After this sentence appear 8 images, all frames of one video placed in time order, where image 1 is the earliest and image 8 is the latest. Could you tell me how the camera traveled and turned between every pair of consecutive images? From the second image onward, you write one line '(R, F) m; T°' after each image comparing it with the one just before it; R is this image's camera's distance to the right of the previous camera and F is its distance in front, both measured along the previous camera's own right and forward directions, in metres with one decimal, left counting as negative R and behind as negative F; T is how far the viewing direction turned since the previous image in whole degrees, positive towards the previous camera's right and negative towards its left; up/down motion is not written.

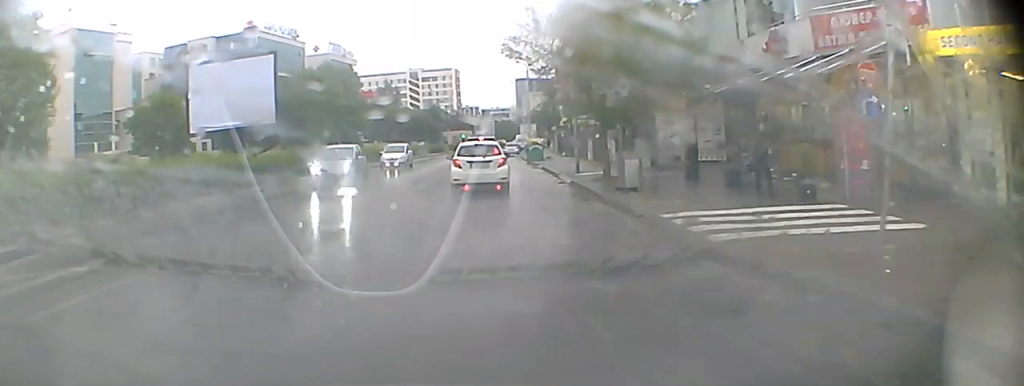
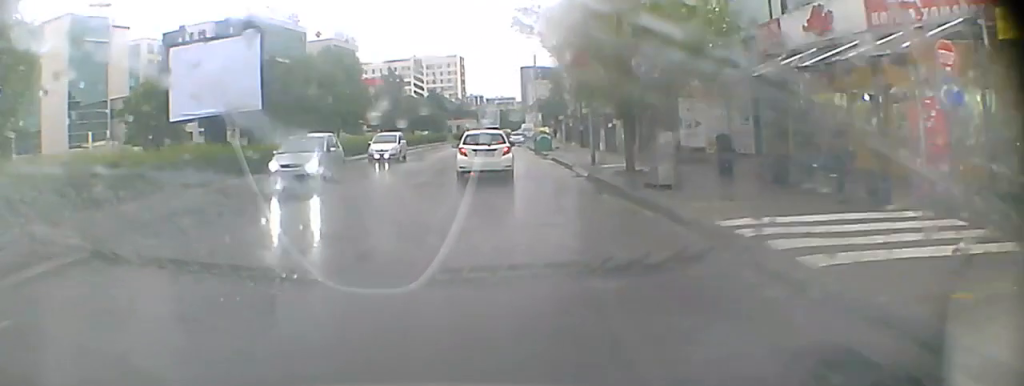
(0.0, +3.2) m; 0°
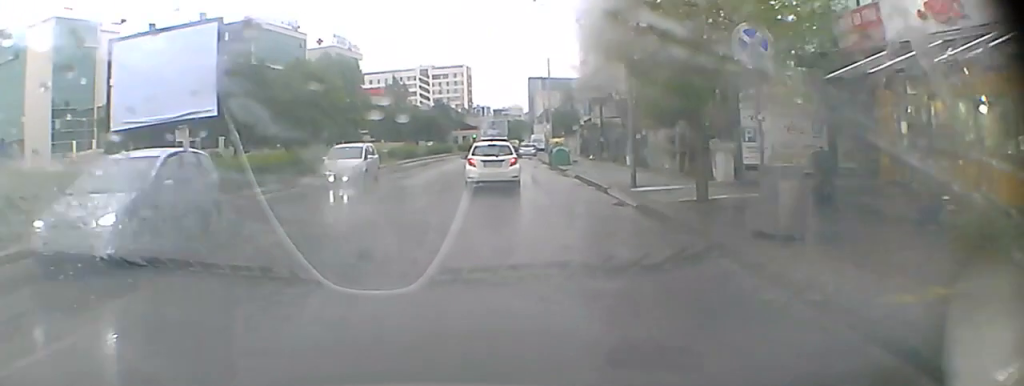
(0.0, +6.4) m; 0°
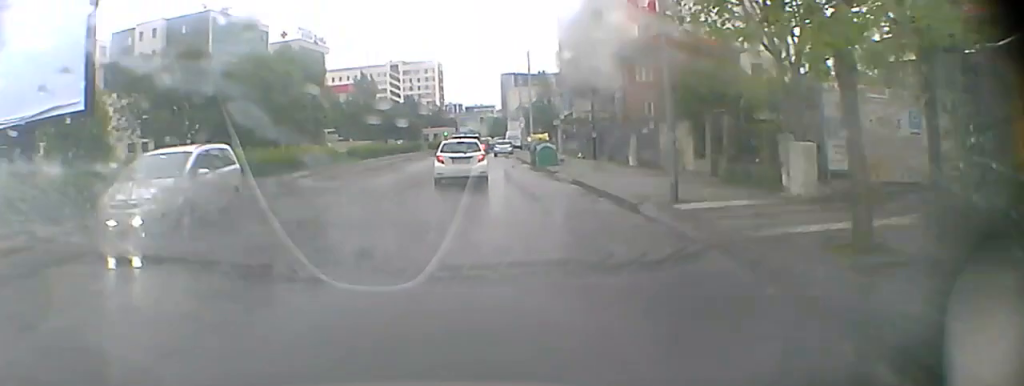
(0.0, +6.4) m; 0°
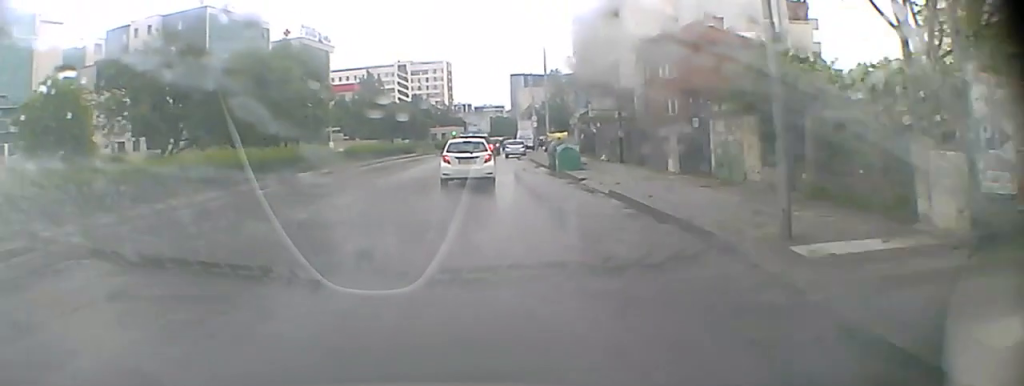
(0.0, +5.6) m; 0°
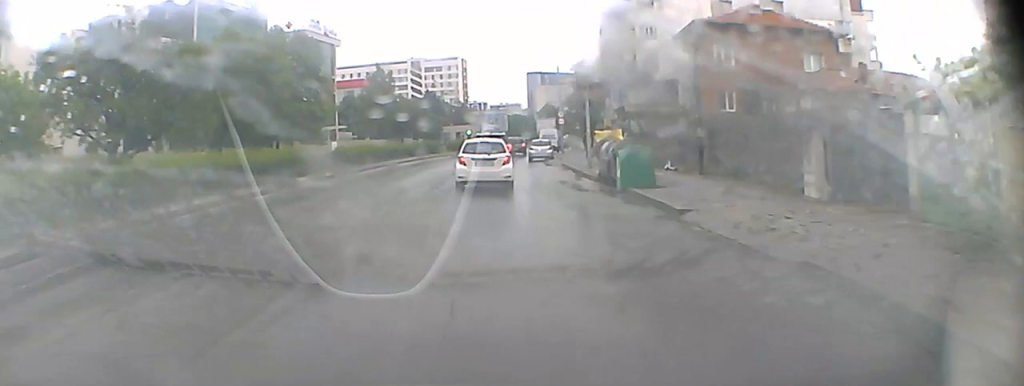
(0.0, +10.3) m; 0°
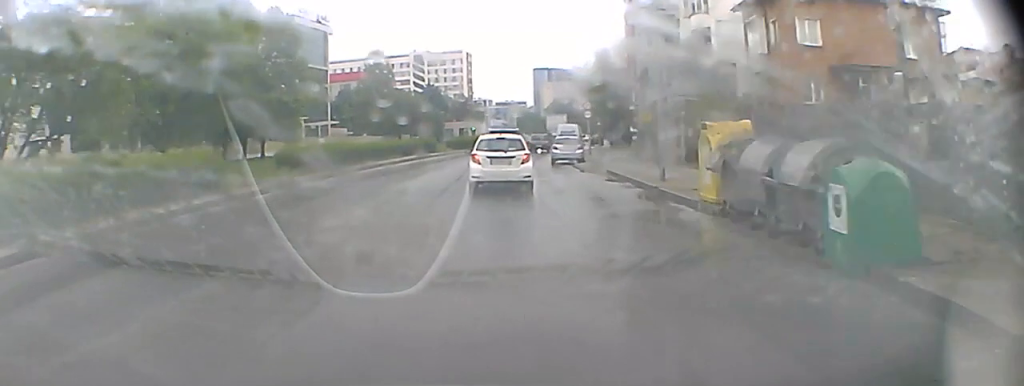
(0.0, +10.6) m; +1°
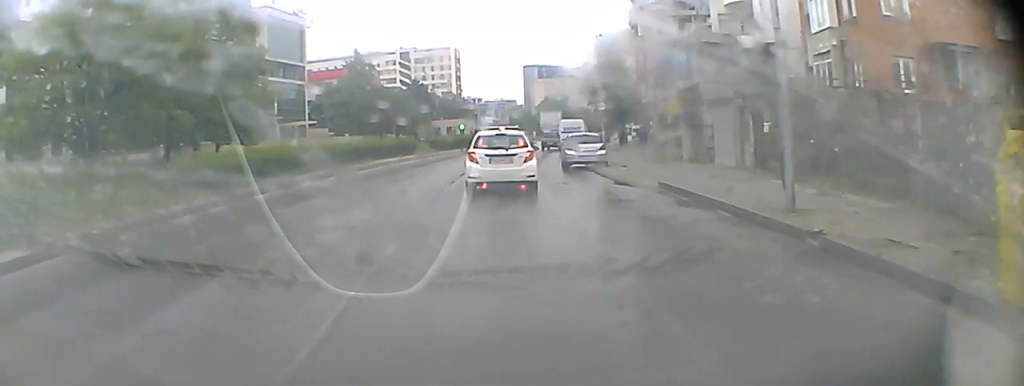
(+0.1, +8.4) m; +1°
